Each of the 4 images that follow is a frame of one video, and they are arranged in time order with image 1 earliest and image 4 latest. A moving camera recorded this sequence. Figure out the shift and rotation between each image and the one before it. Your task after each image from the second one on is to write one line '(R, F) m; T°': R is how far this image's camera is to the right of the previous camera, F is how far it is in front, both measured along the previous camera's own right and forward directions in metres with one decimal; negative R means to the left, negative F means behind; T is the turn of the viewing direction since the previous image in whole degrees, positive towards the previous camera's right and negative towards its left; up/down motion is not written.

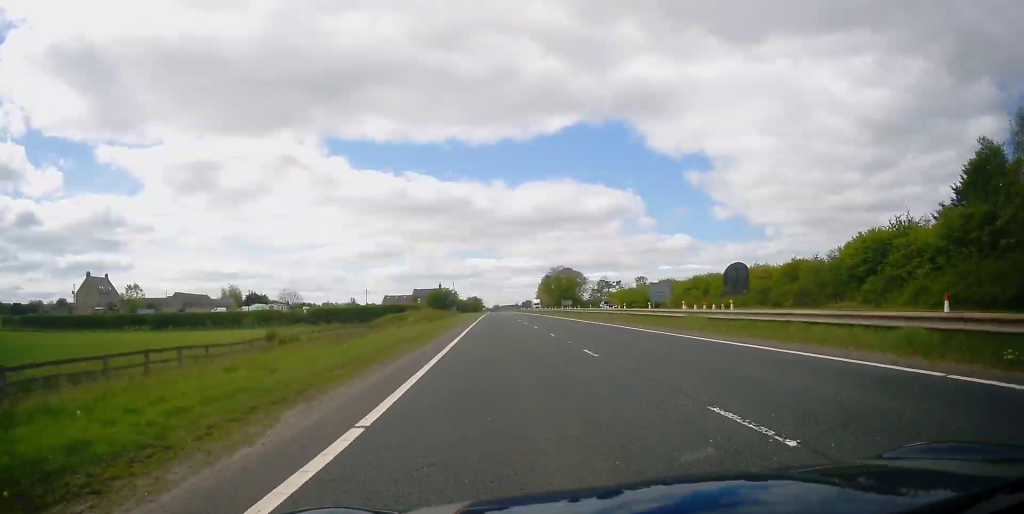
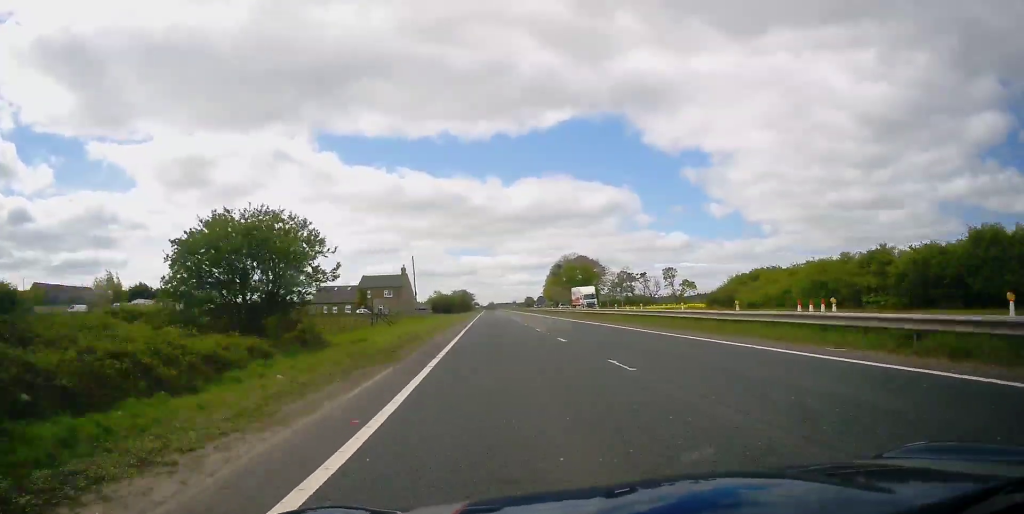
(-0.4, +65.5) m; 0°
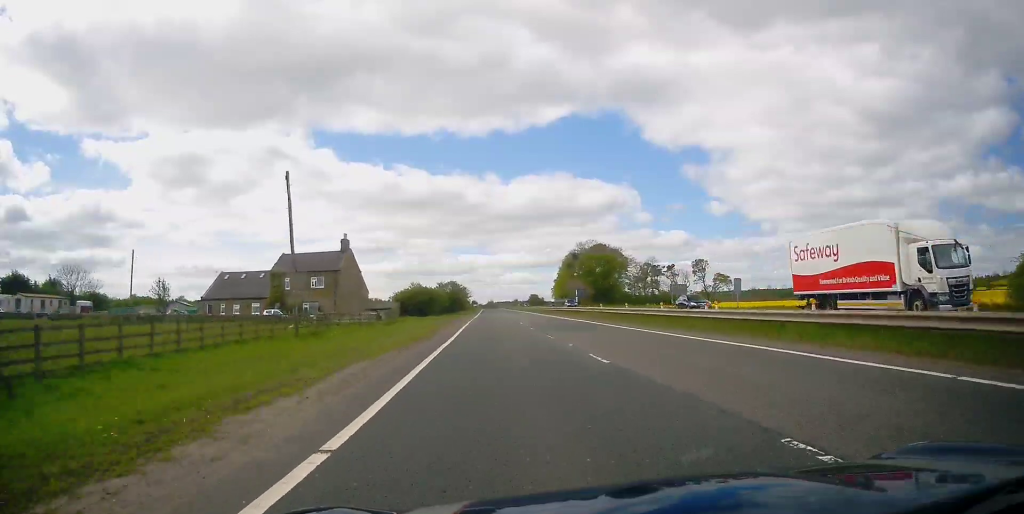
(+0.5, +44.0) m; 0°
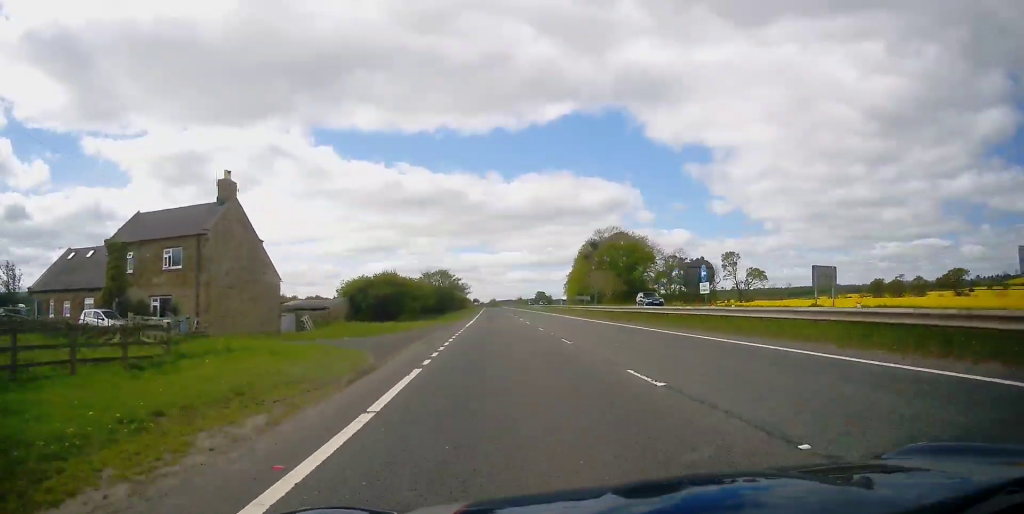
(-0.2, +29.5) m; 0°
